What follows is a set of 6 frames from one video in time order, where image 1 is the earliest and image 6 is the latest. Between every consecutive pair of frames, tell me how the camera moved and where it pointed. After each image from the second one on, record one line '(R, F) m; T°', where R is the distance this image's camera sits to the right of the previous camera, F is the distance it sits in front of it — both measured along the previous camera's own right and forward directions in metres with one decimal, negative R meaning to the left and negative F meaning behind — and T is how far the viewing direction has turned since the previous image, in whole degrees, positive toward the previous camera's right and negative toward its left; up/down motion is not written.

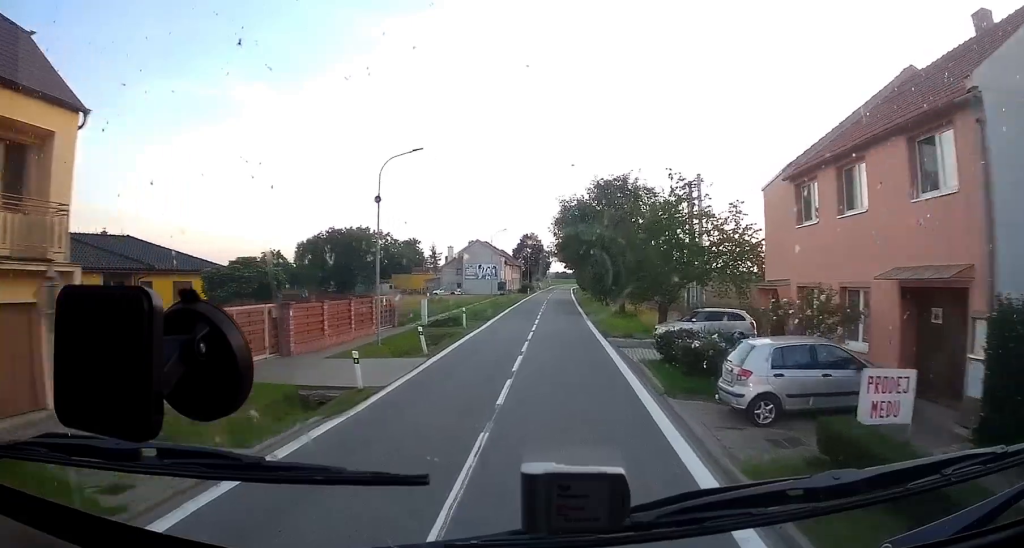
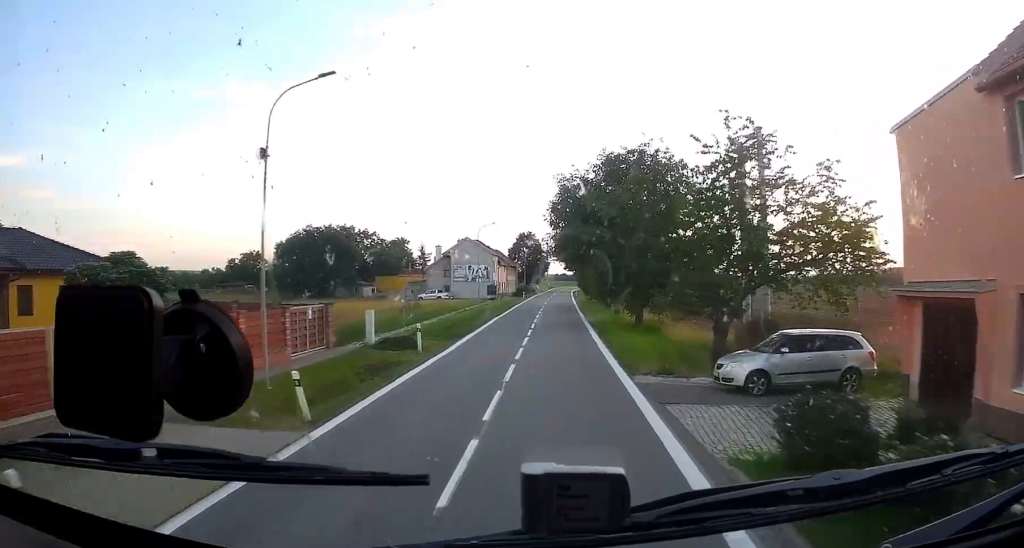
(+0.2, +10.7) m; -1°
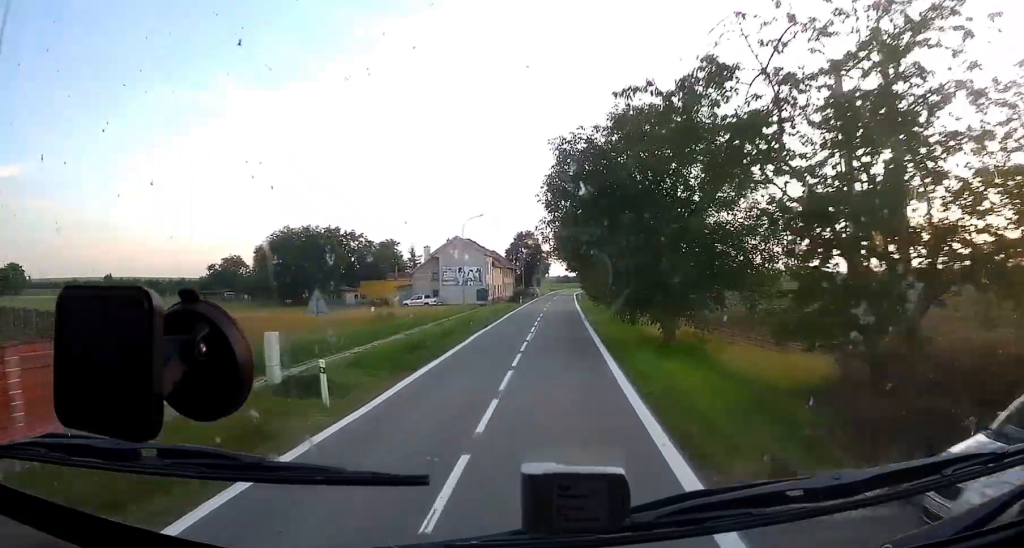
(-0.2, +9.9) m; -1°
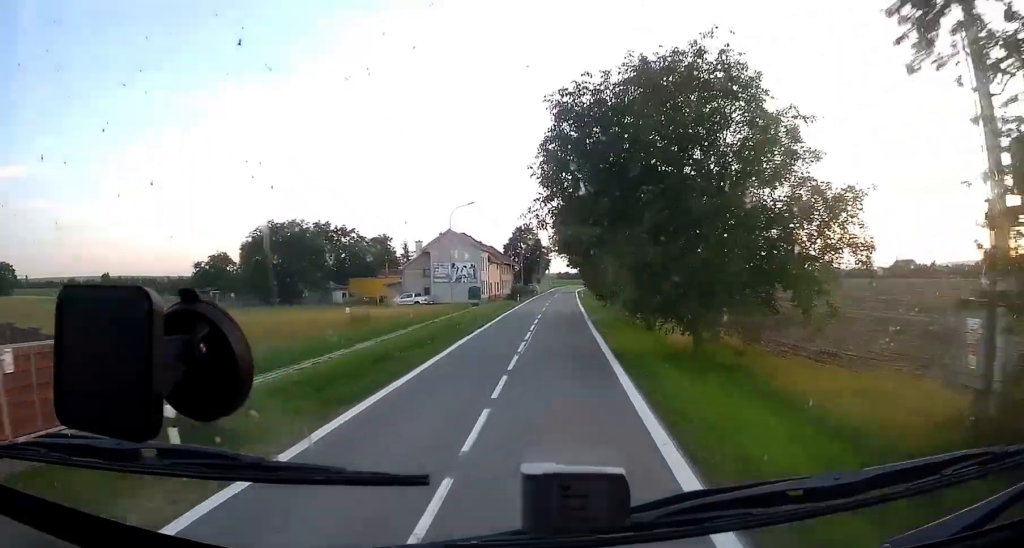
(-0.1, +6.1) m; 0°
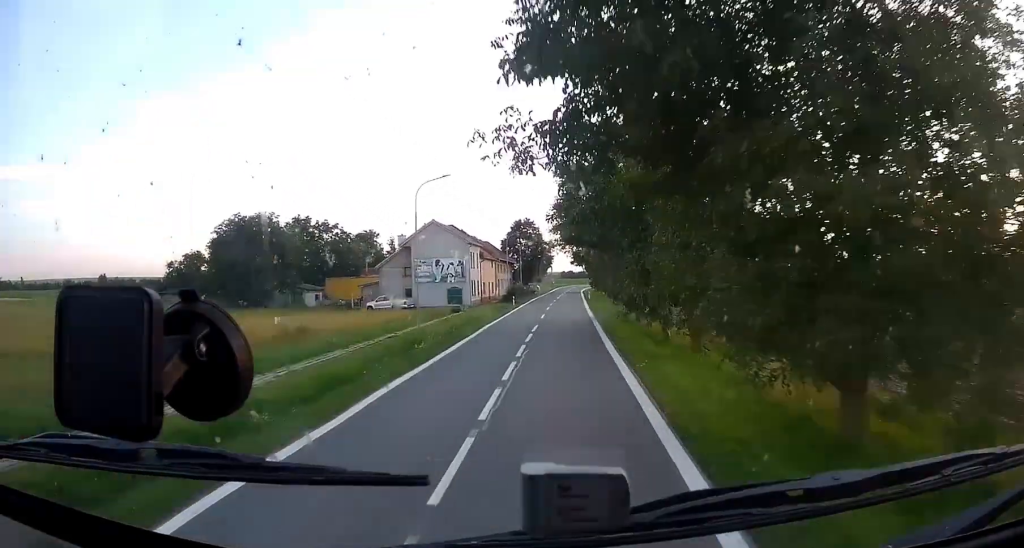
(+0.2, +11.6) m; +1°
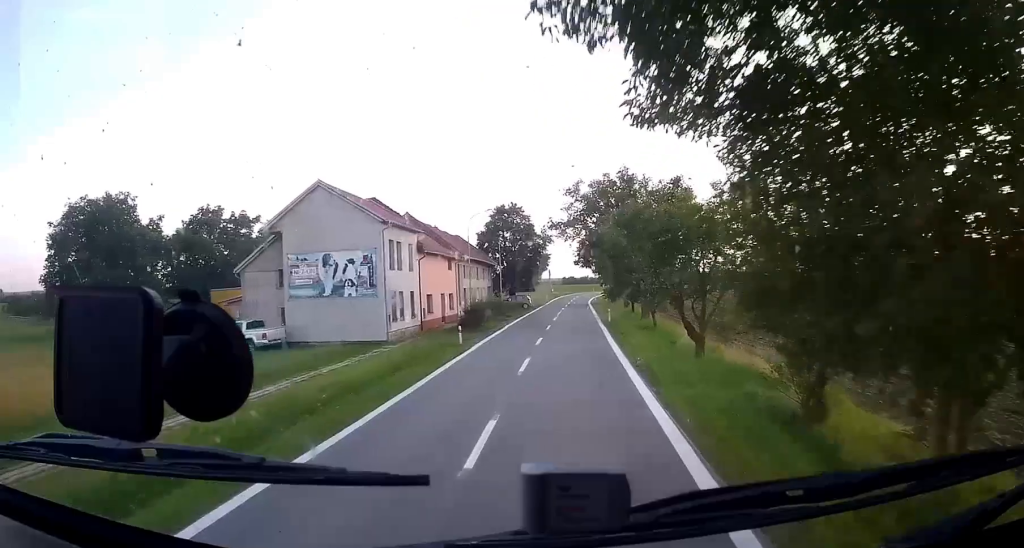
(+0.6, +31.5) m; 0°
